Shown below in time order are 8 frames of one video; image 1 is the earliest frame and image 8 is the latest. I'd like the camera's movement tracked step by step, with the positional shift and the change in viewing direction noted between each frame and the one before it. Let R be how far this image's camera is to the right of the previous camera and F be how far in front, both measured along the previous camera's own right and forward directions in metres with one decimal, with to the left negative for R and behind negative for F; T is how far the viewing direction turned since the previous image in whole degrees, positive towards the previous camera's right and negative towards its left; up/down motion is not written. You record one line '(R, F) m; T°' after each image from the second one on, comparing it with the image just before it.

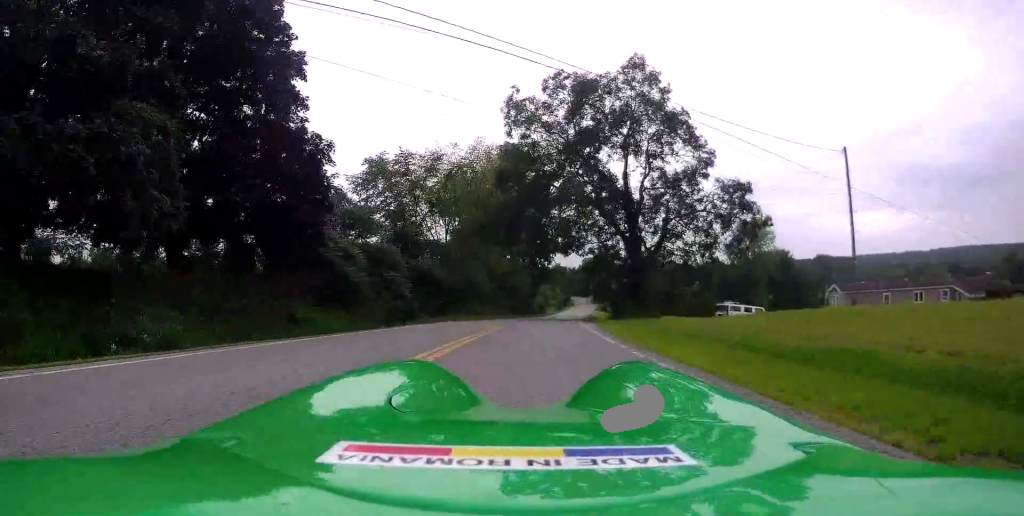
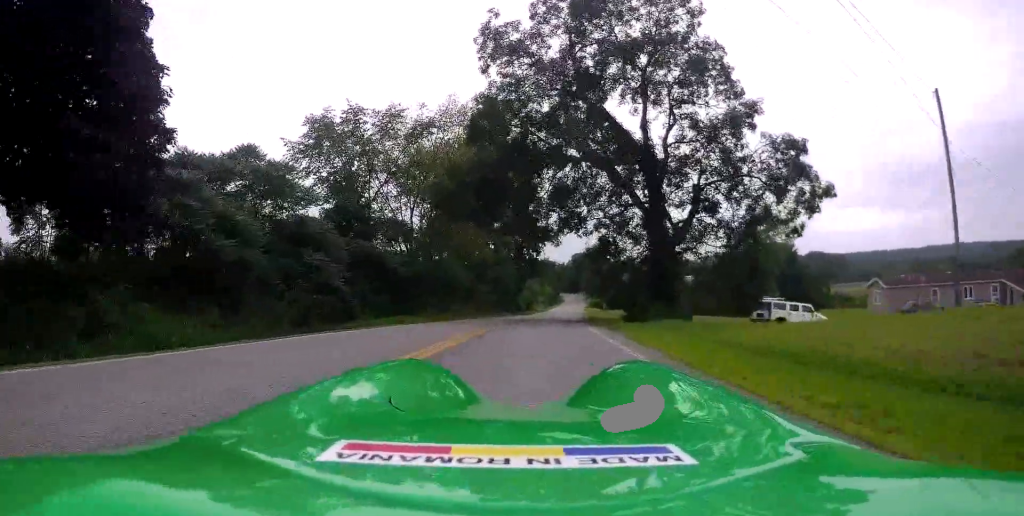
(+0.2, +9.7) m; +3°
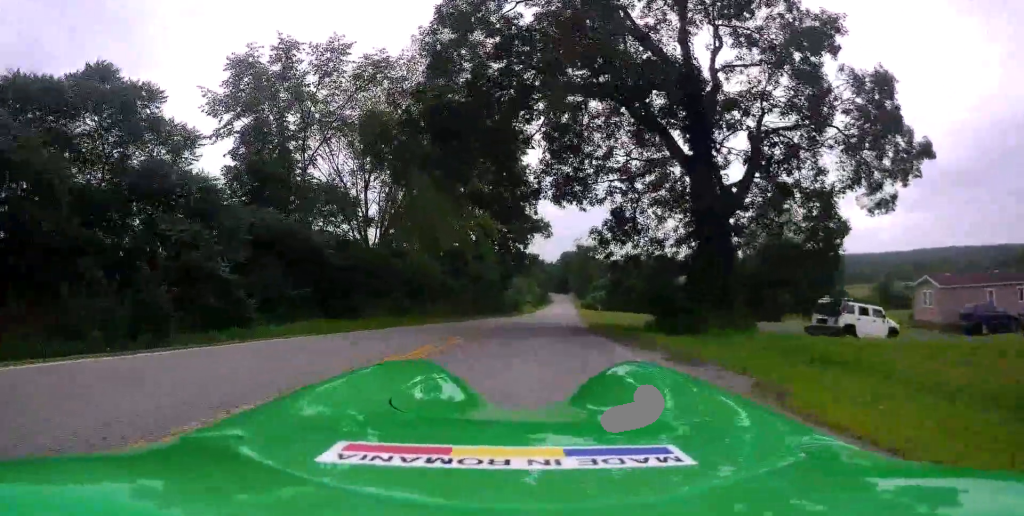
(+0.4, +8.9) m; +3°
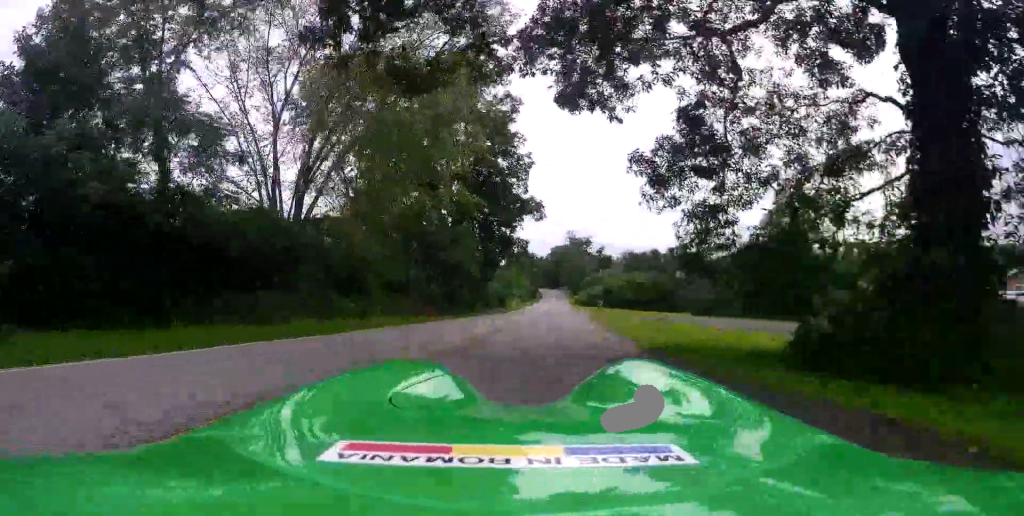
(0.0, +10.6) m; 0°
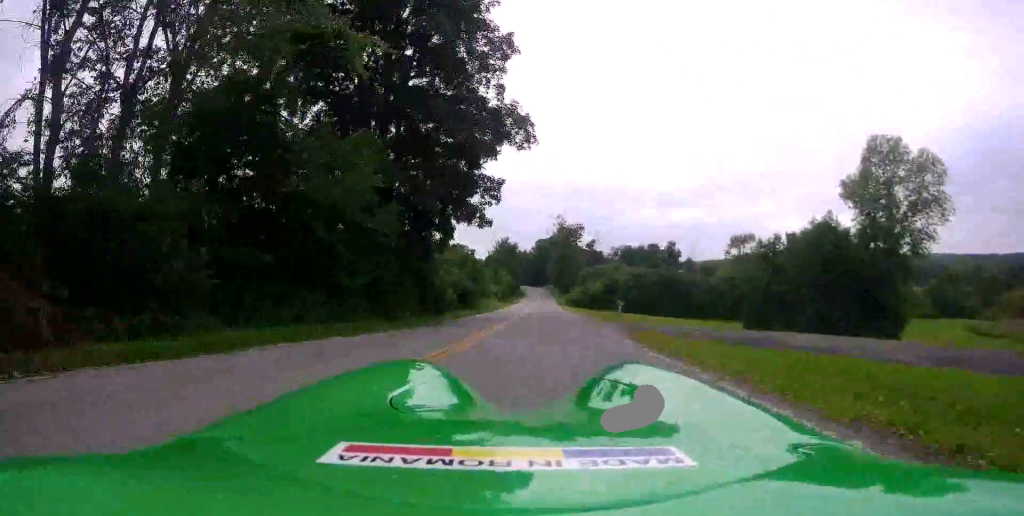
(0.0, +22.5) m; 0°
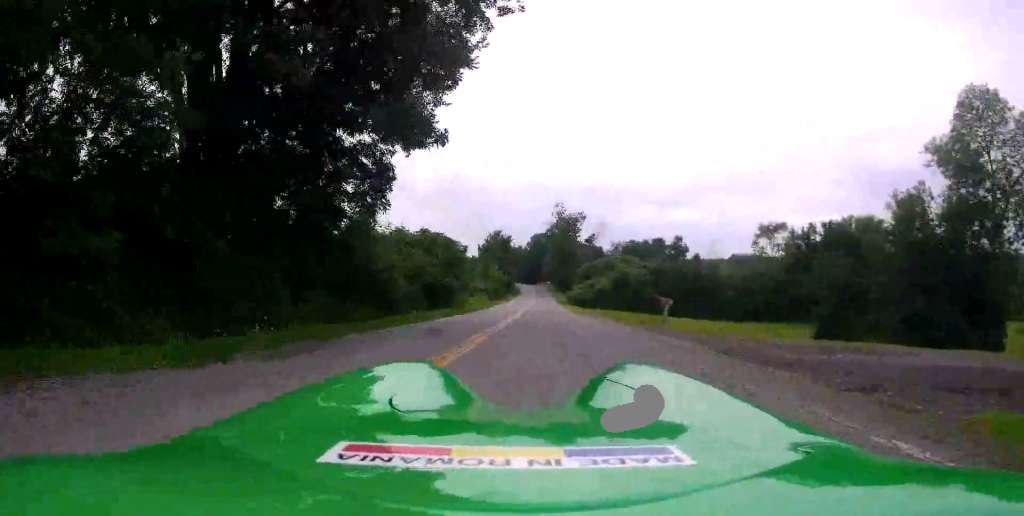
(0.0, +12.9) m; 0°
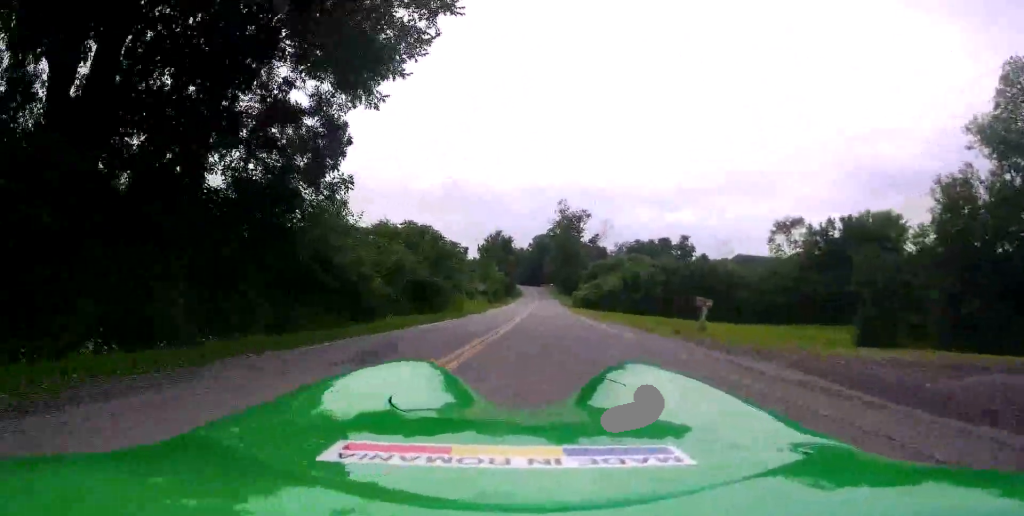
(0.0, +4.7) m; 0°
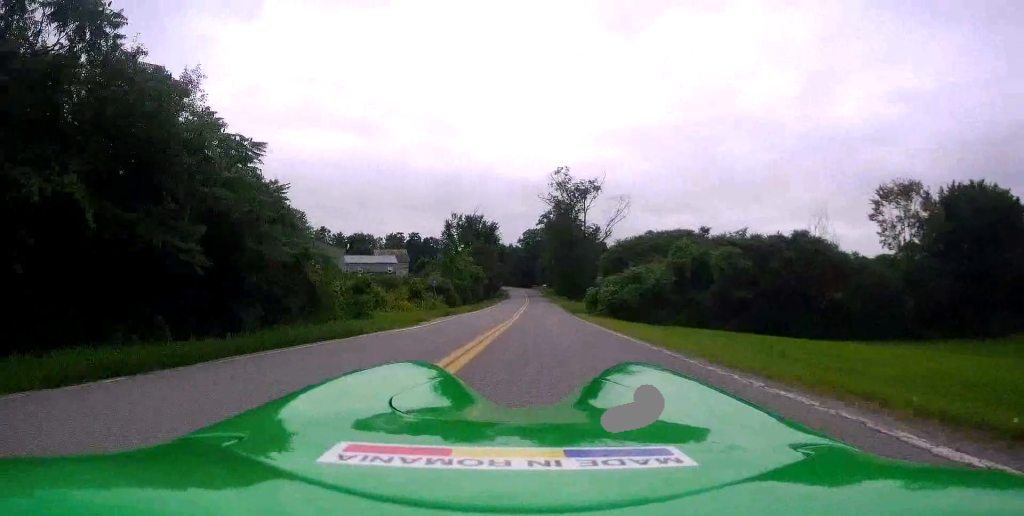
(0.0, +24.9) m; 0°
